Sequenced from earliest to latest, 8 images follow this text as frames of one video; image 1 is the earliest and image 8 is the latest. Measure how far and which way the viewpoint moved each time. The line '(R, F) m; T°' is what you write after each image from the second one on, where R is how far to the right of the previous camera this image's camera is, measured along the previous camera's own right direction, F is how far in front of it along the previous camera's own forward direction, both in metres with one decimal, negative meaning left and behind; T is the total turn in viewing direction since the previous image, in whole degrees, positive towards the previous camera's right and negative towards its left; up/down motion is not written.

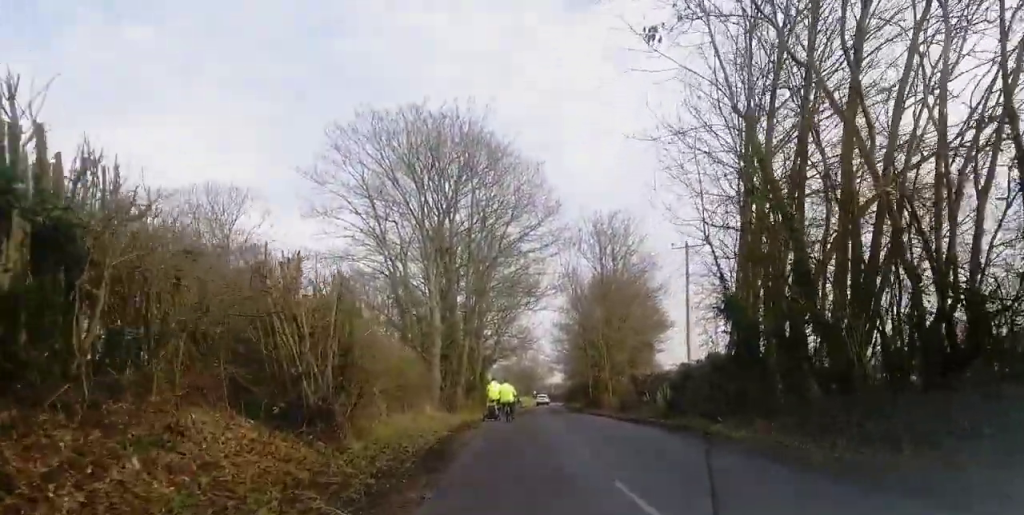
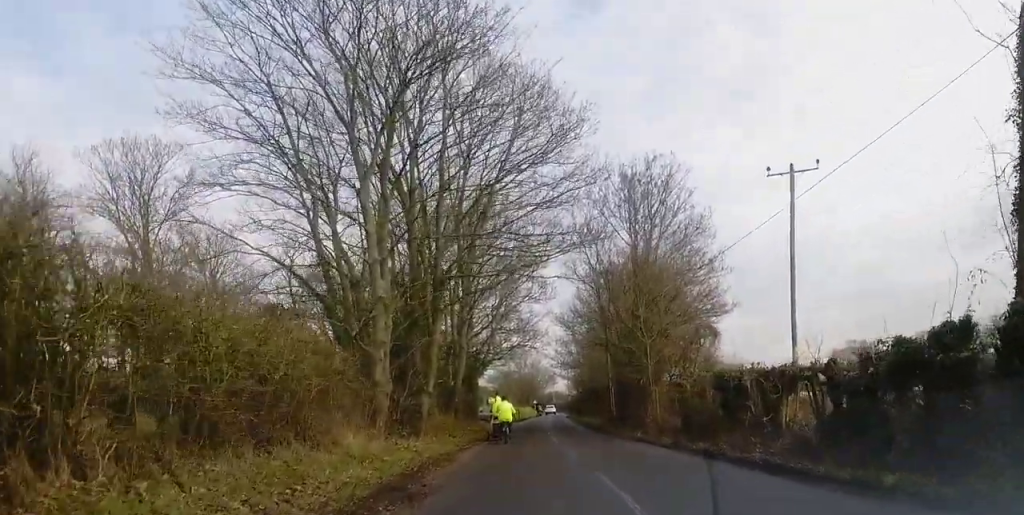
(-0.7, +14.5) m; -5°
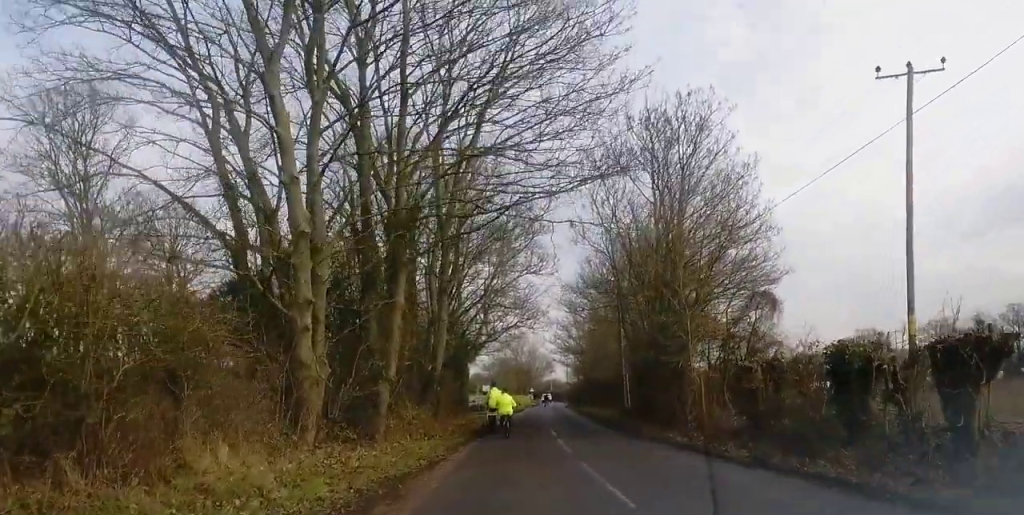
(-0.5, +7.3) m; -2°
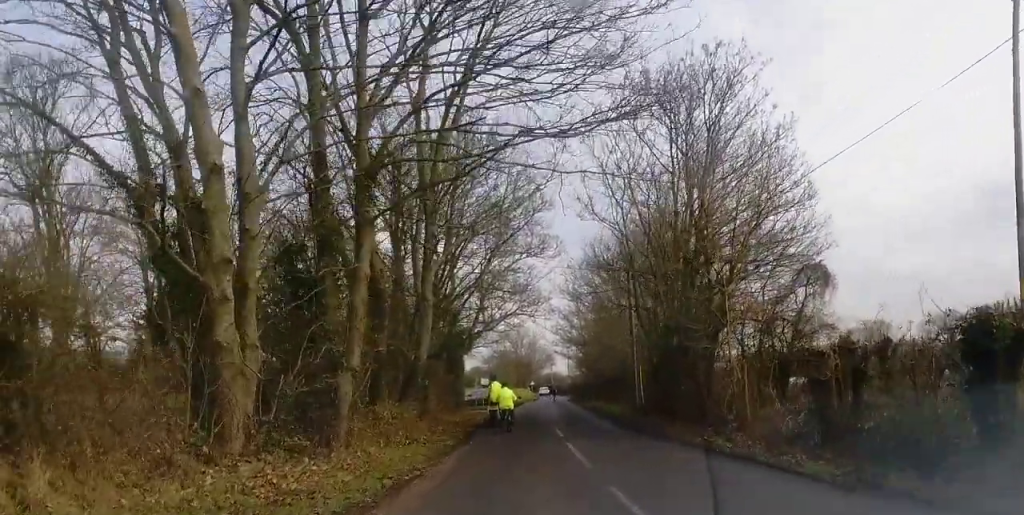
(+0.3, +4.2) m; +3°
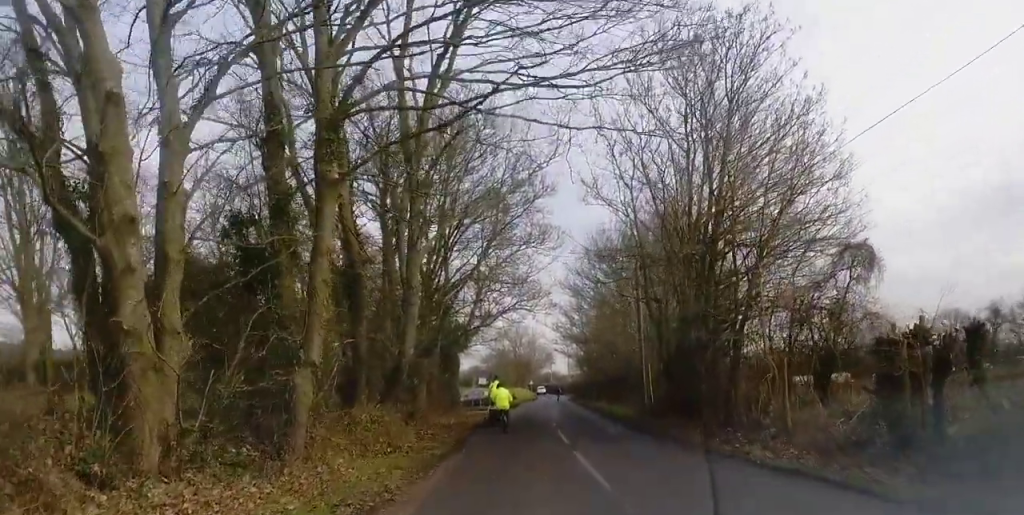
(+0.1, +2.8) m; +2°
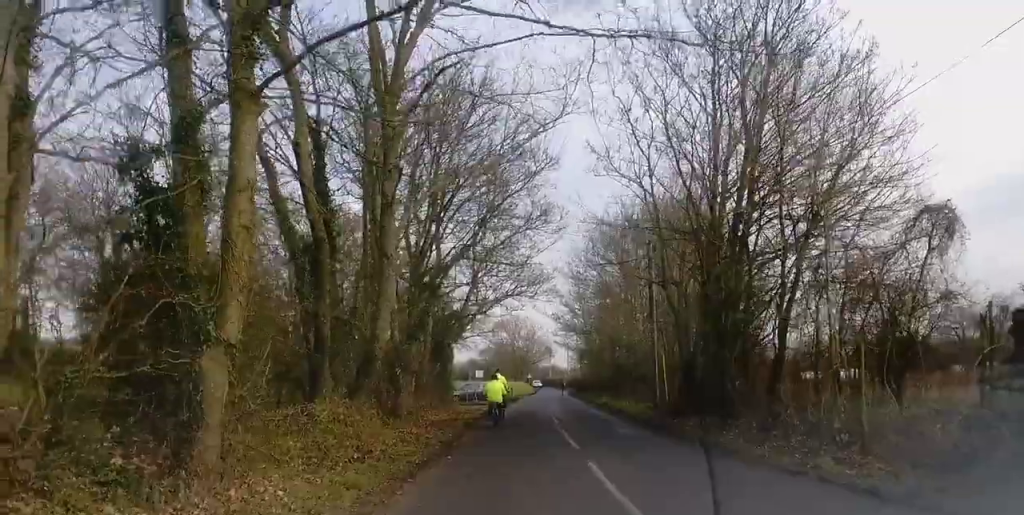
(-0.1, +3.6) m; -1°
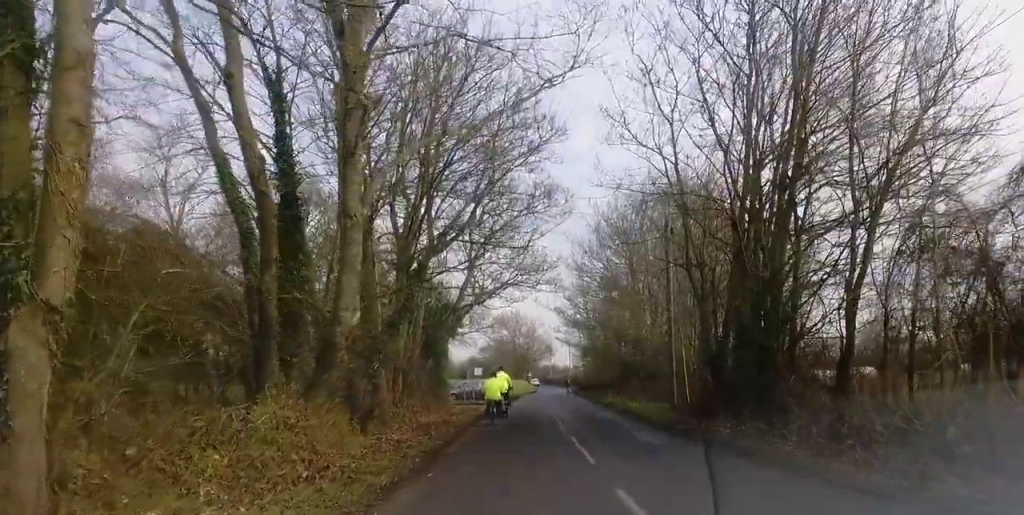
(0.0, +3.6) m; 0°
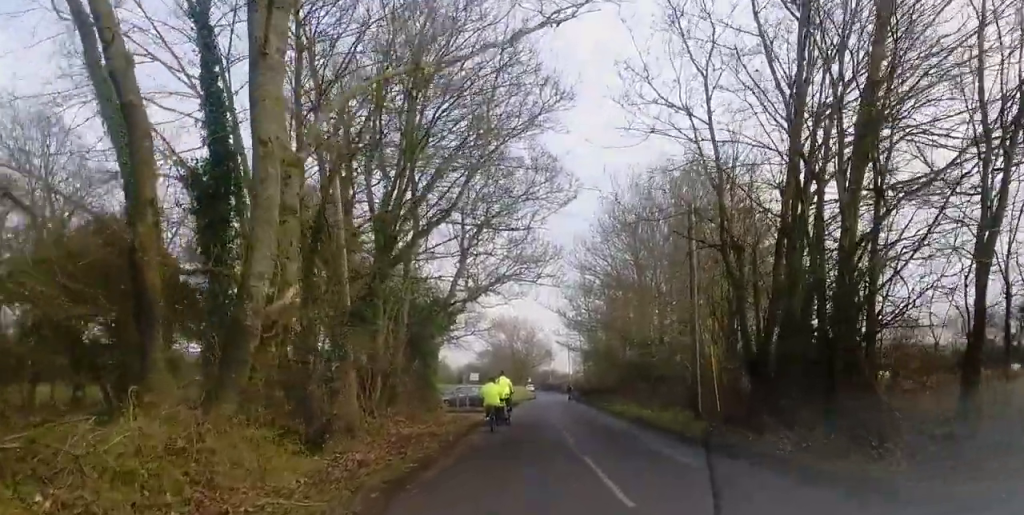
(0.0, +4.1) m; 0°
